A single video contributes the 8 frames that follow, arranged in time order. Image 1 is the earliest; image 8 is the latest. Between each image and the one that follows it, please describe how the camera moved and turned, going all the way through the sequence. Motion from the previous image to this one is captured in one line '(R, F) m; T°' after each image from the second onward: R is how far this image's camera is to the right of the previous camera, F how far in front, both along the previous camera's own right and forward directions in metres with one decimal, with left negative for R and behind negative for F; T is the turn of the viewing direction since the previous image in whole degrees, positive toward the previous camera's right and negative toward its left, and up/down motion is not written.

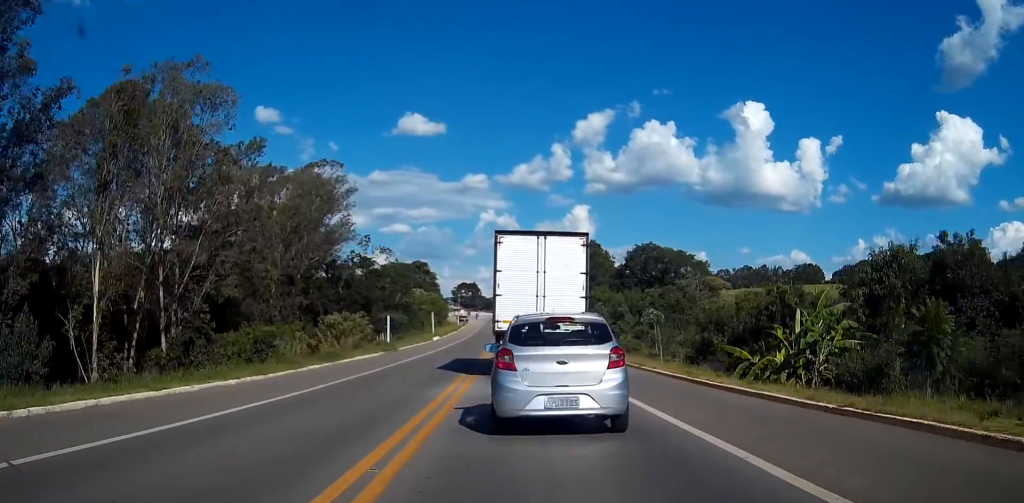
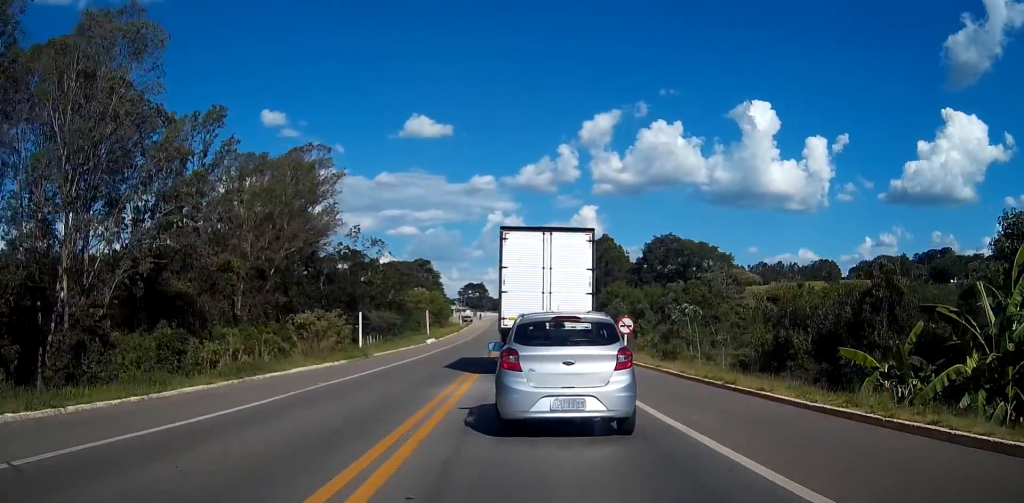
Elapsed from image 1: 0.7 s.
(0.0, +12.0) m; 0°
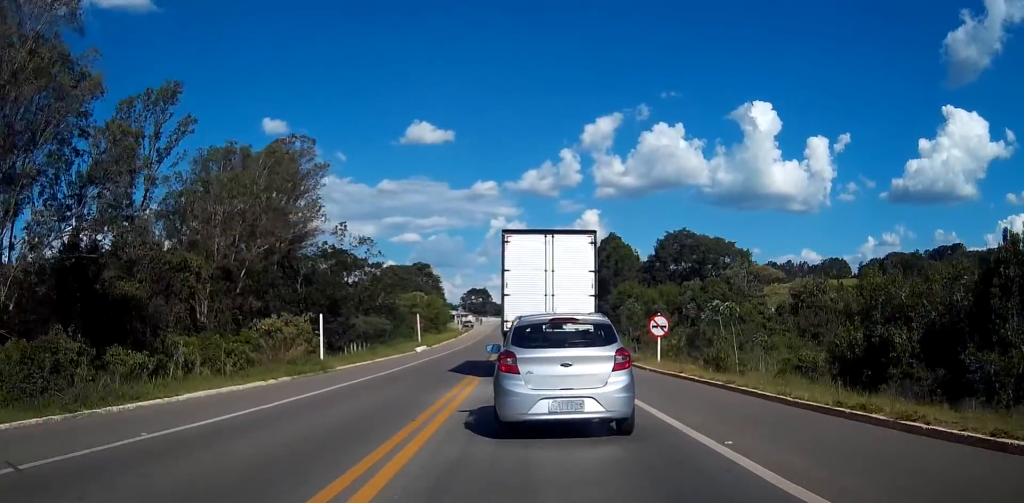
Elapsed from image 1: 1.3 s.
(0.0, +9.1) m; 0°
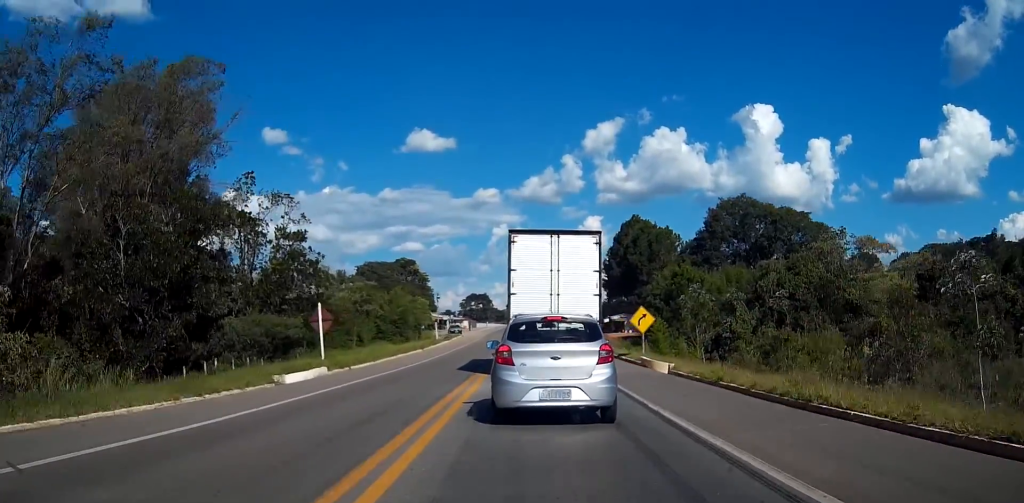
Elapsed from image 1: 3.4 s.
(0.0, +32.5) m; 0°
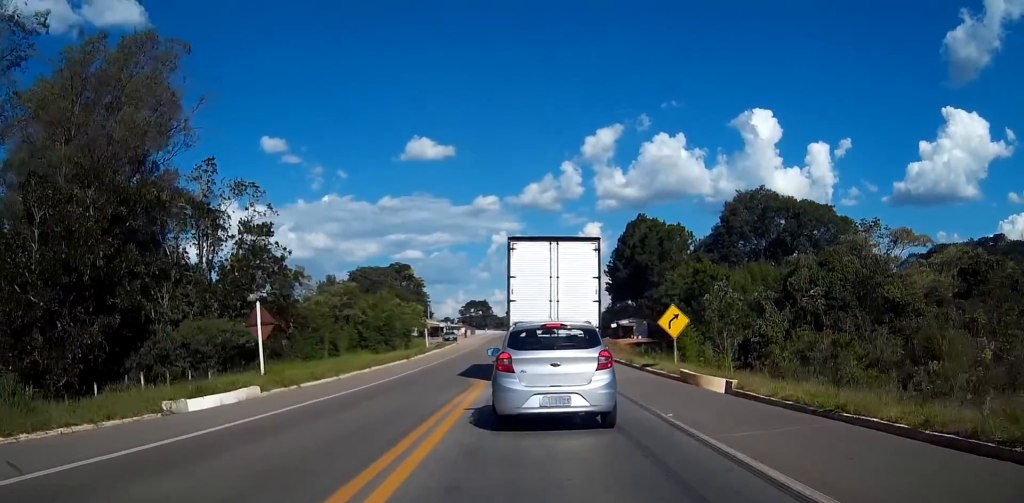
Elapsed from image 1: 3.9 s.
(0.0, +7.8) m; 0°
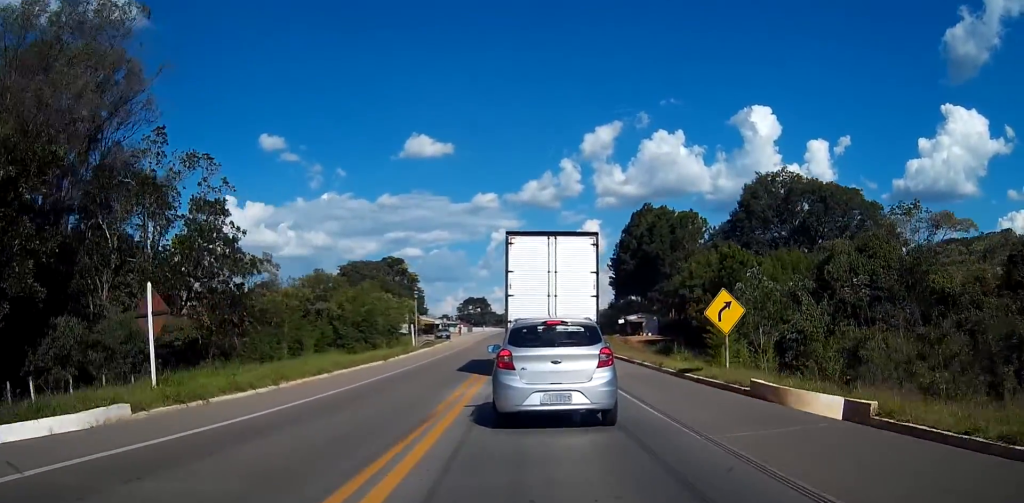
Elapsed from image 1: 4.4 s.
(0.0, +7.8) m; 0°
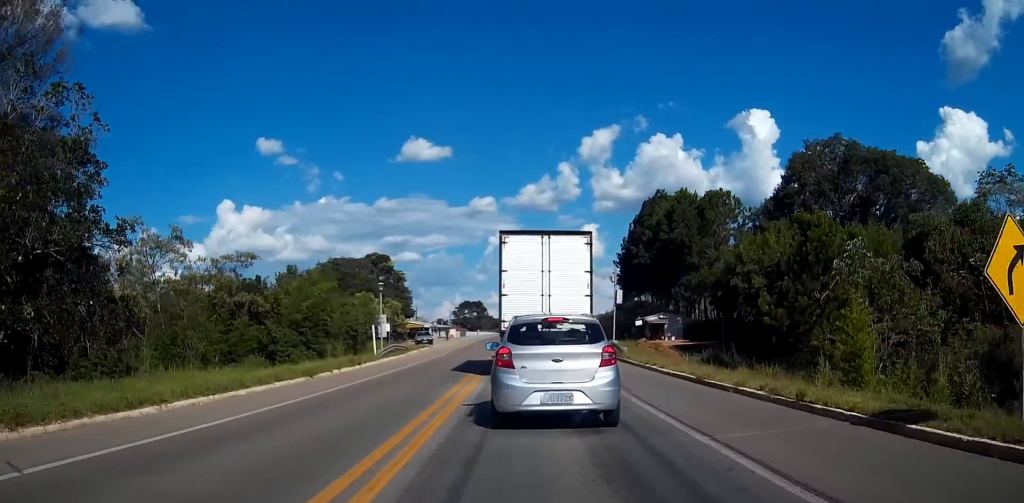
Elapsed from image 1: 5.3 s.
(0.0, +14.4) m; 0°
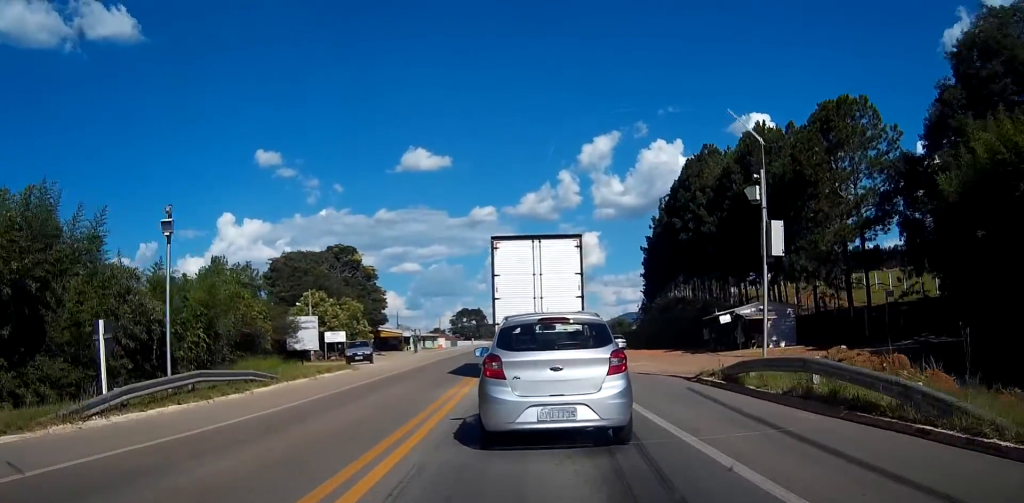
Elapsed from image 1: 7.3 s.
(0.0, +29.7) m; 0°
